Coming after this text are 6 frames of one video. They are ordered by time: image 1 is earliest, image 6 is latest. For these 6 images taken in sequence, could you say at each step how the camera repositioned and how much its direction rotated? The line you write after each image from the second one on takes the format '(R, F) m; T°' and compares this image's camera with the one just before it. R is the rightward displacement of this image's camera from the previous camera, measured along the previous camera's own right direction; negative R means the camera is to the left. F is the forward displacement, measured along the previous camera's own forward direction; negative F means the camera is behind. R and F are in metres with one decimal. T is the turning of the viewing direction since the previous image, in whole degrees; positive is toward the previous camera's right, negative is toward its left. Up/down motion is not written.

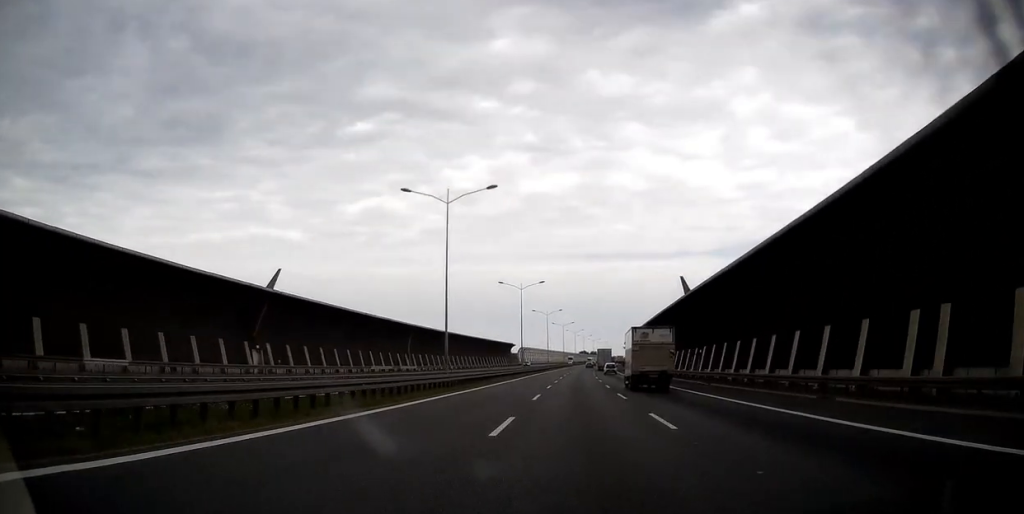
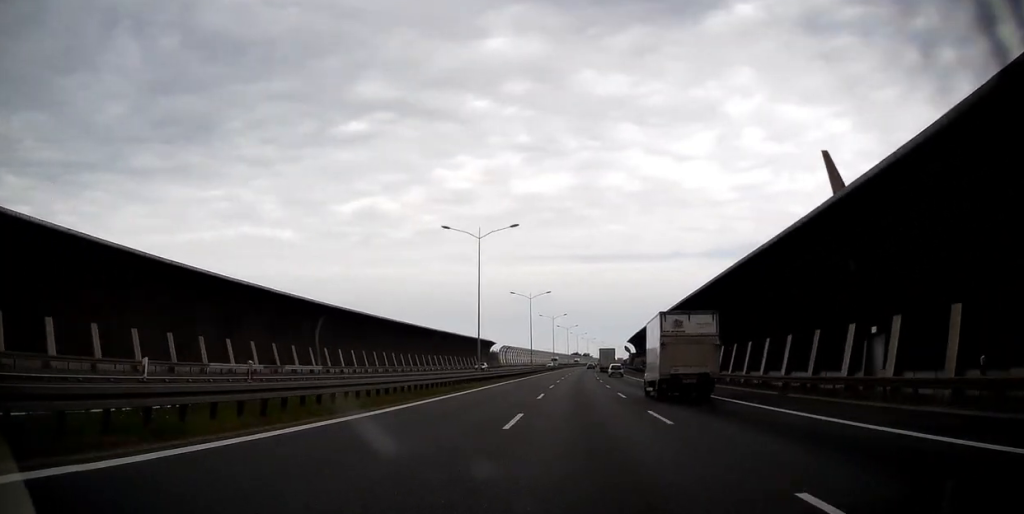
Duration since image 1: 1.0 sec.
(+0.3, +36.0) m; +1°
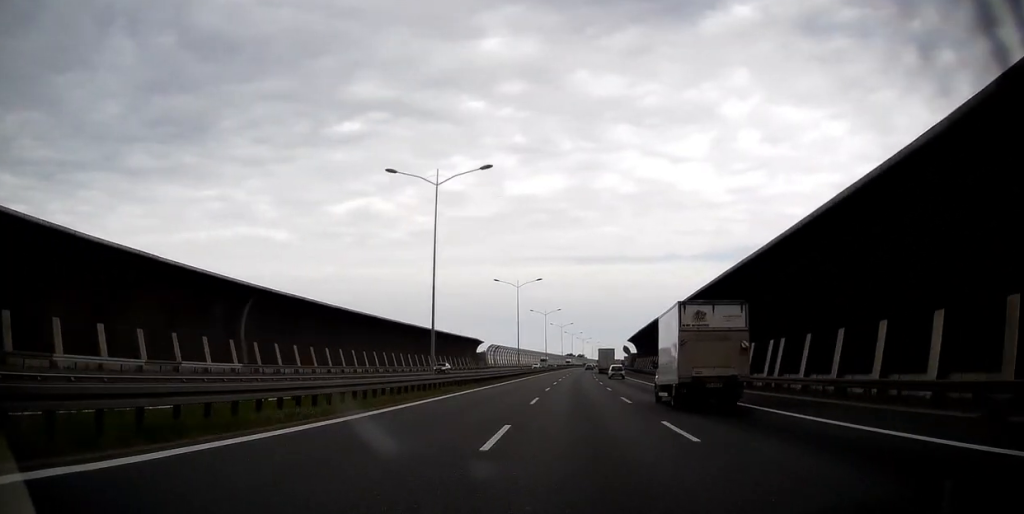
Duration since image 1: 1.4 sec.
(0.0, +14.0) m; 0°
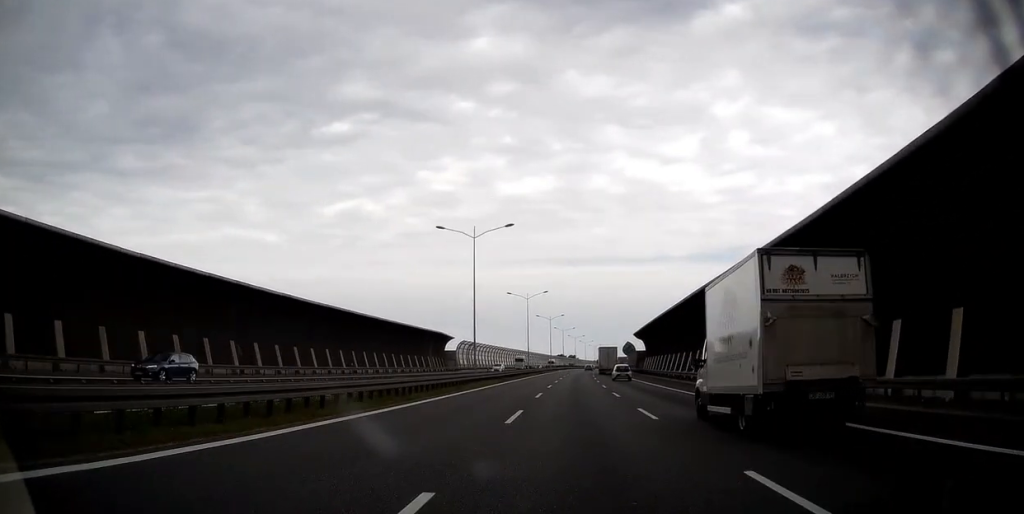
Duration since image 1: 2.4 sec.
(+0.2, +32.7) m; +1°
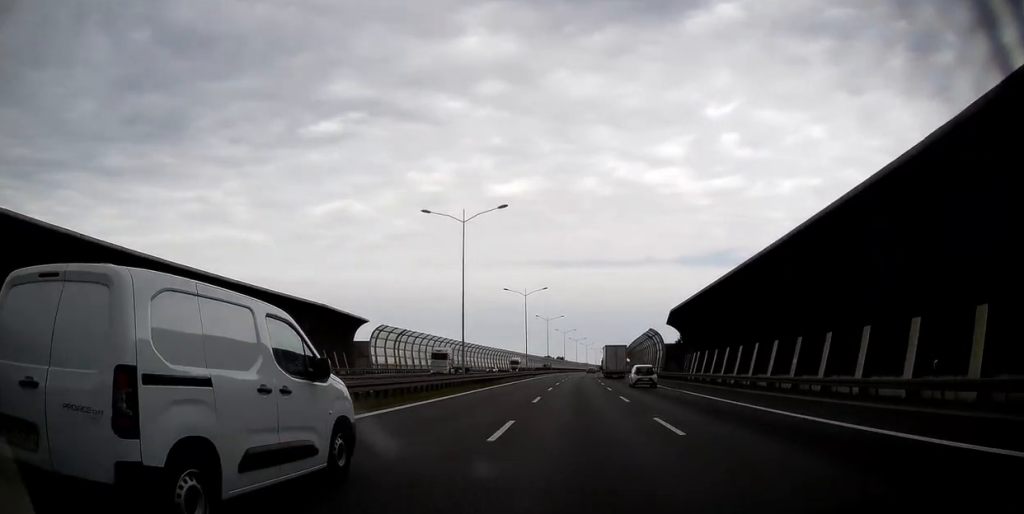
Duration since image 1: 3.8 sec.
(+0.6, +51.5) m; +1°
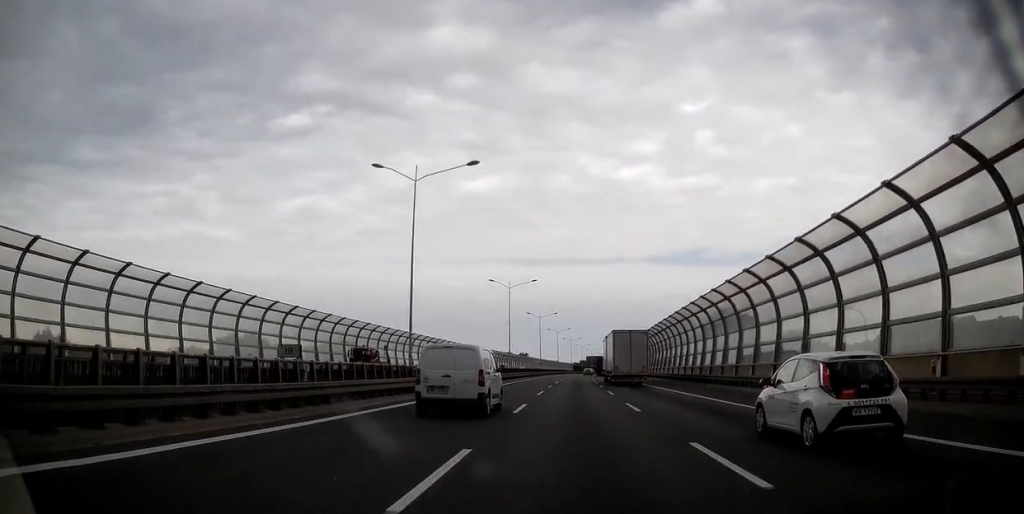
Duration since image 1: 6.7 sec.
(+2.1, +101.8) m; +3°
